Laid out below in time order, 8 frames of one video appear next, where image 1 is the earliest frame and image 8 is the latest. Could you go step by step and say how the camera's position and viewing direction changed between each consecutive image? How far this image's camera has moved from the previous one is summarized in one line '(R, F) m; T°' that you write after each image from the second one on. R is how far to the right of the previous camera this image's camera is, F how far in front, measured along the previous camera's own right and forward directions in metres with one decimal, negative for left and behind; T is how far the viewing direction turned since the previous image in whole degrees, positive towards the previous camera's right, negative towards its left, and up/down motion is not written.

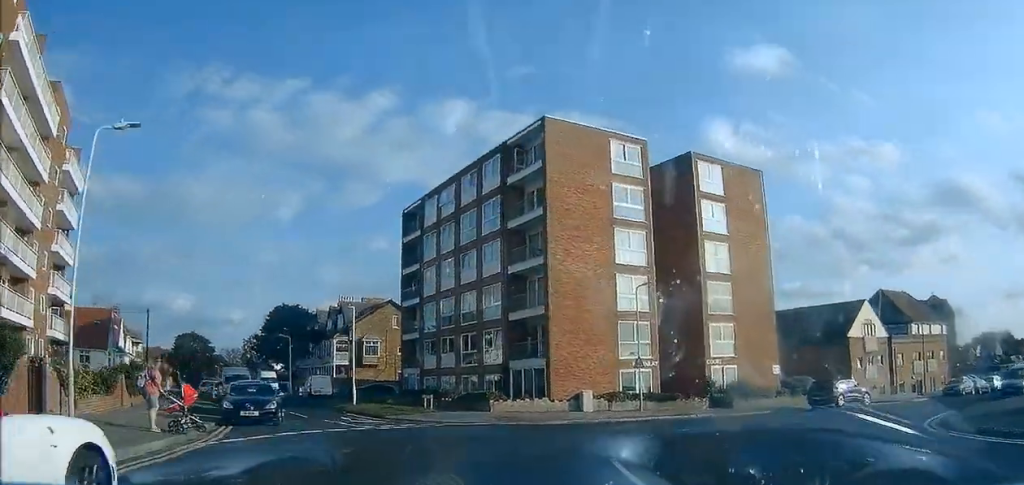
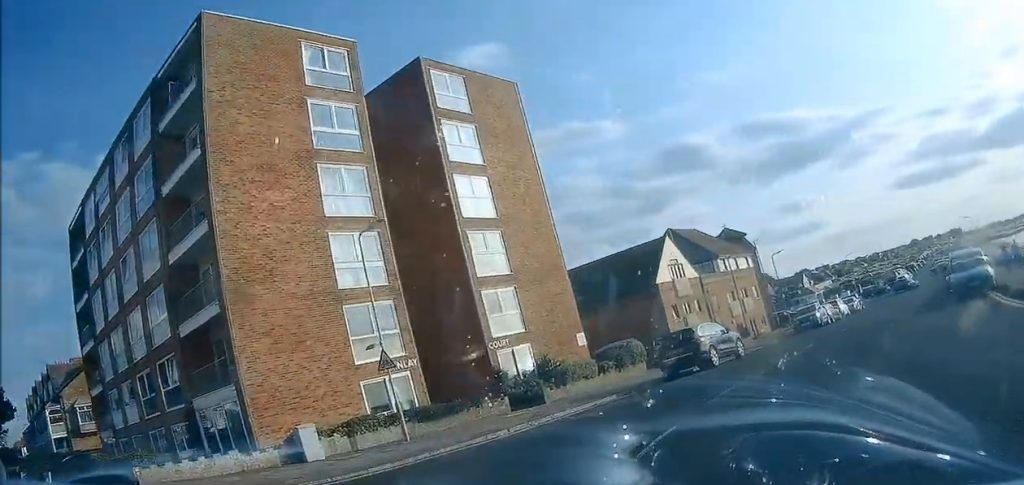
(+1.6, +13.4) m; +14°
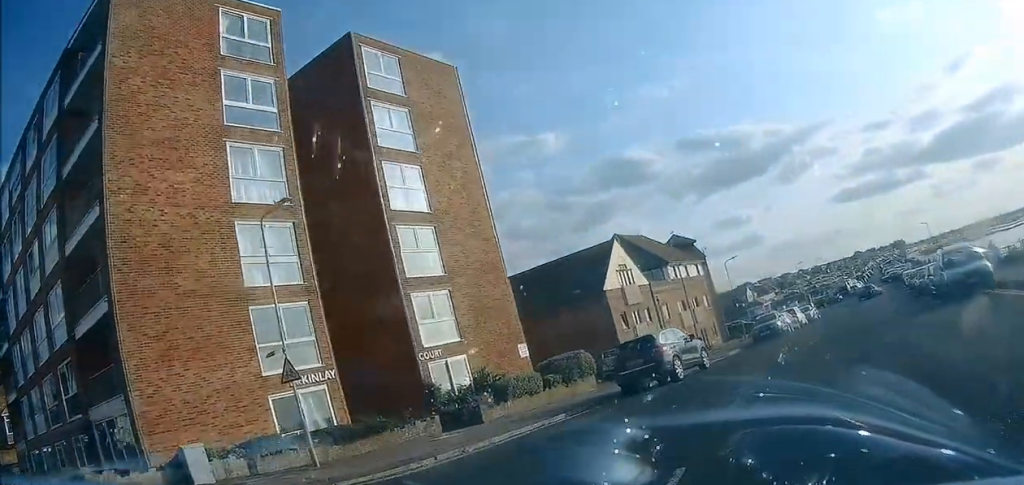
(-0.2, +3.1) m; +5°
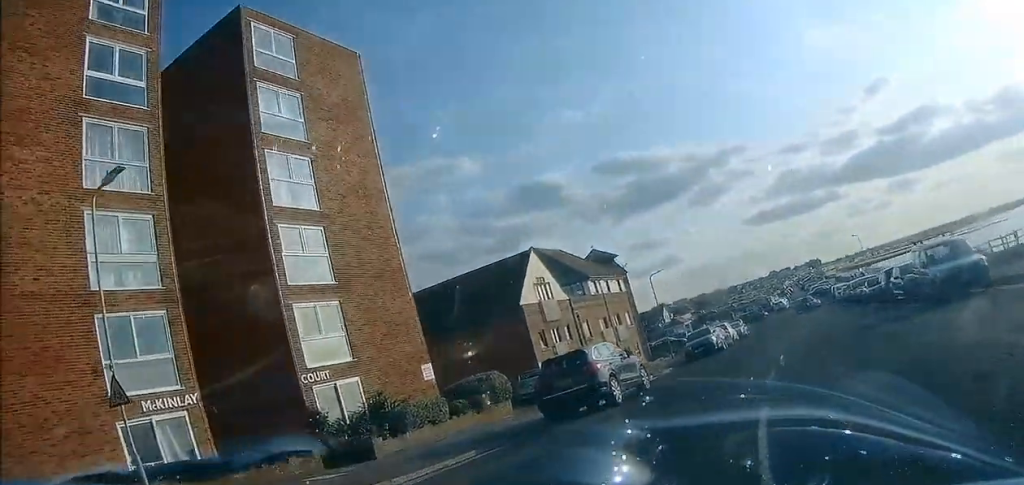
(+0.1, +3.7) m; +7°
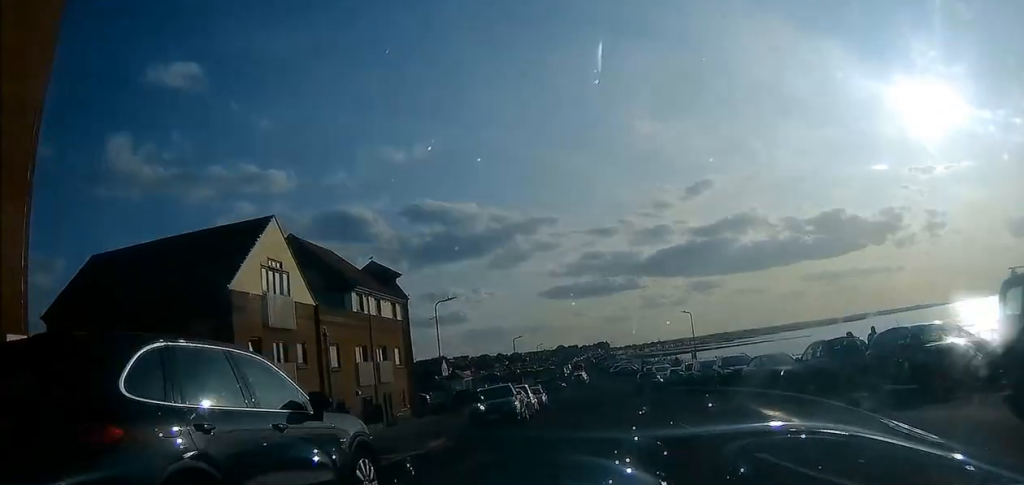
(+2.9, +12.2) m; +17°
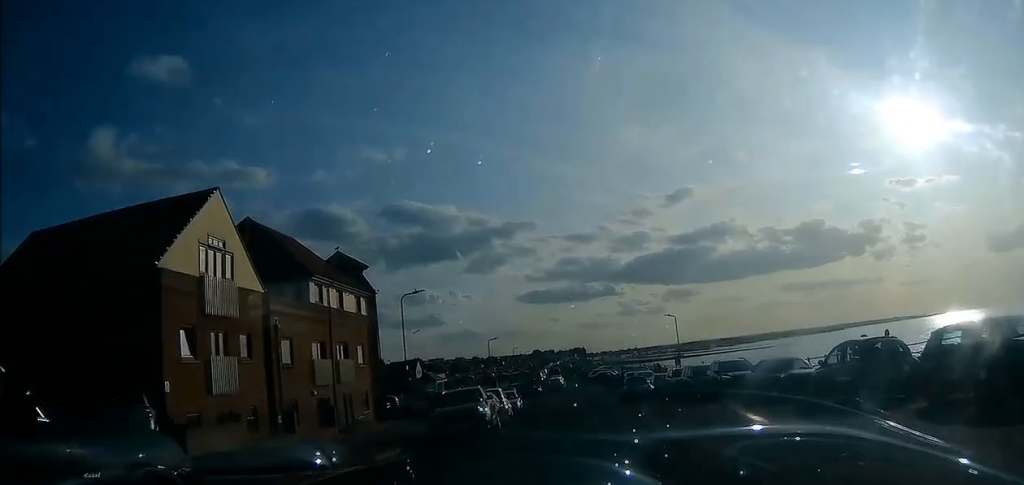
(0.0, +3.3) m; +1°
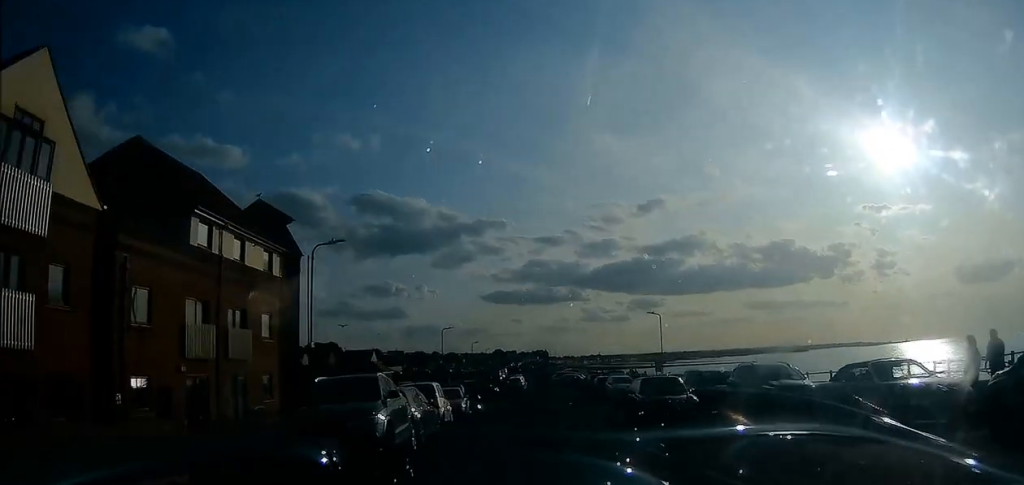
(+0.2, +8.8) m; +3°
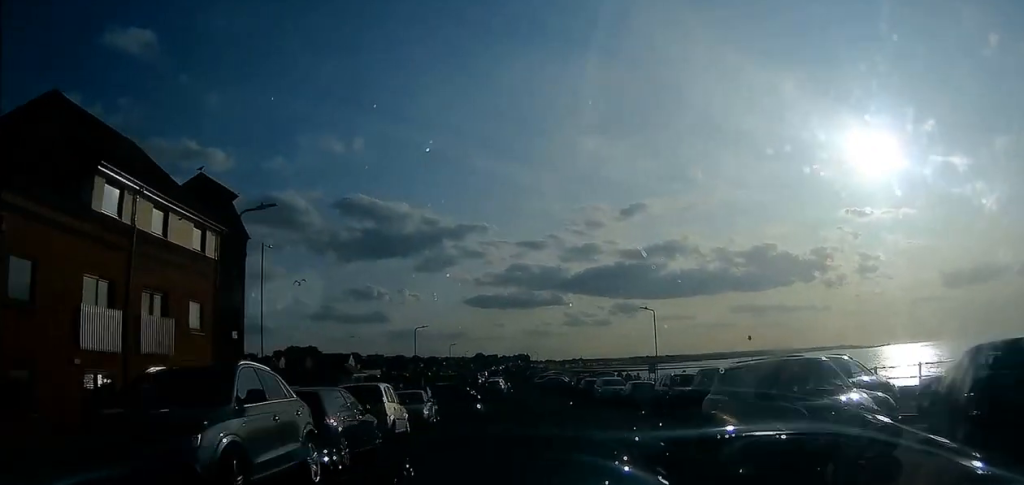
(+0.1, +5.0) m; +3°
